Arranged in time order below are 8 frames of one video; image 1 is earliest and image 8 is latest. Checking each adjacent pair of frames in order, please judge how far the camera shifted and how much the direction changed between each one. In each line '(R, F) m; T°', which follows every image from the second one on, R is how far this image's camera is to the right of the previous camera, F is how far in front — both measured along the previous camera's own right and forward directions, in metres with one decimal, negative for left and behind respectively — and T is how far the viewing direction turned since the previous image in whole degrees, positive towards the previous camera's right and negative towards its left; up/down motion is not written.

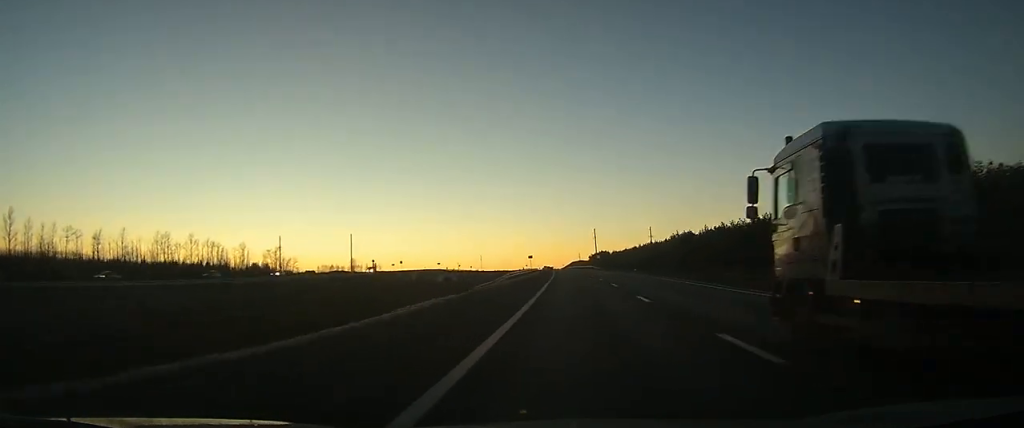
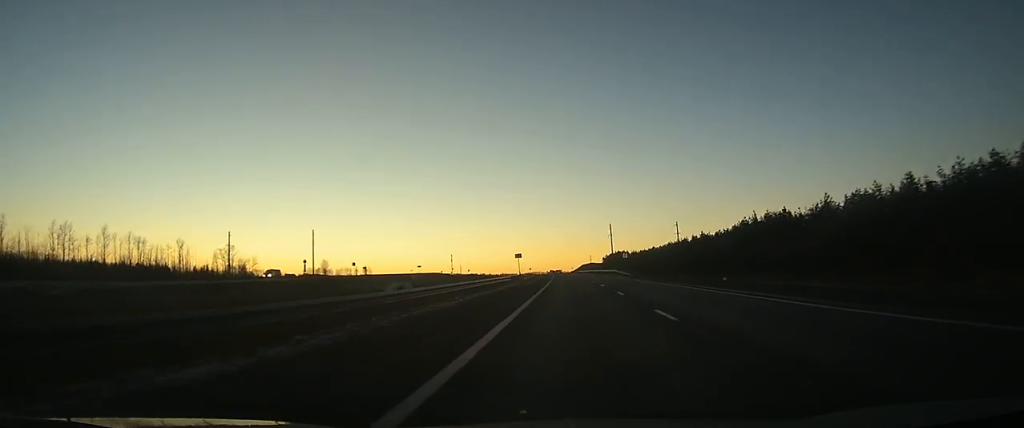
(-0.3, +50.5) m; -1°
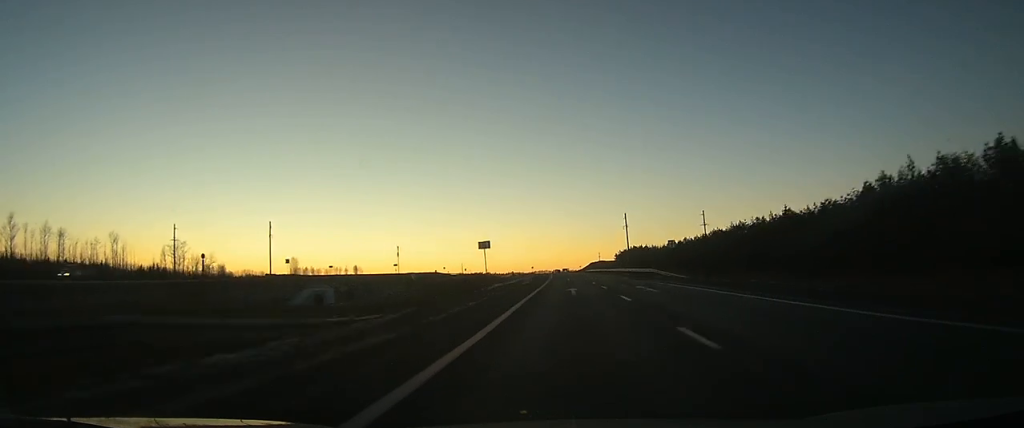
(-0.3, +37.3) m; 0°
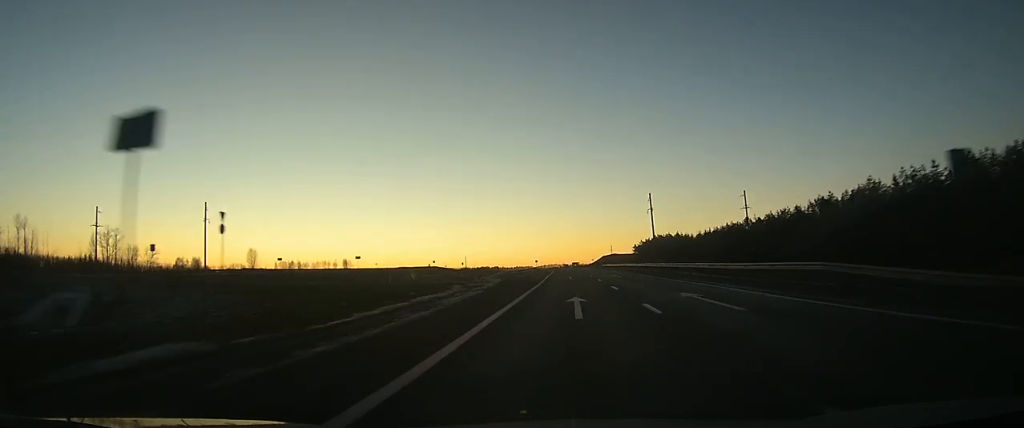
(-0.2, +38.6) m; -1°
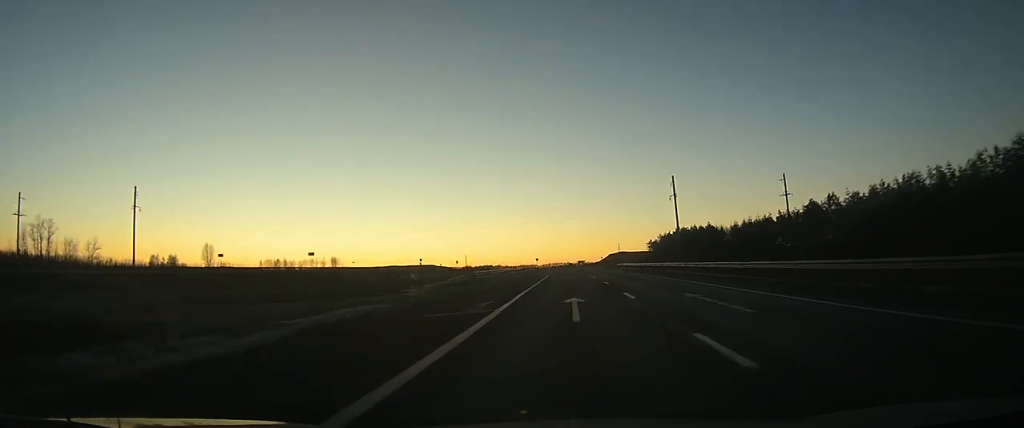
(0.0, +28.5) m; 0°
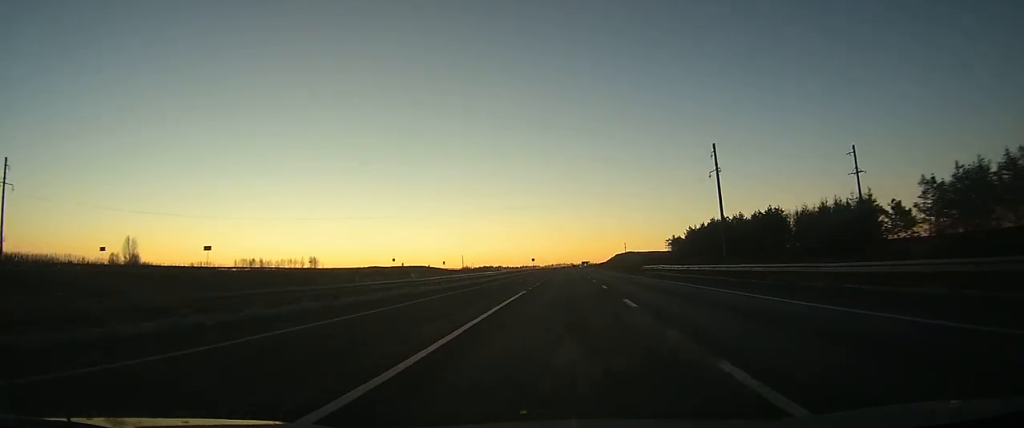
(-0.3, +39.6) m; -1°
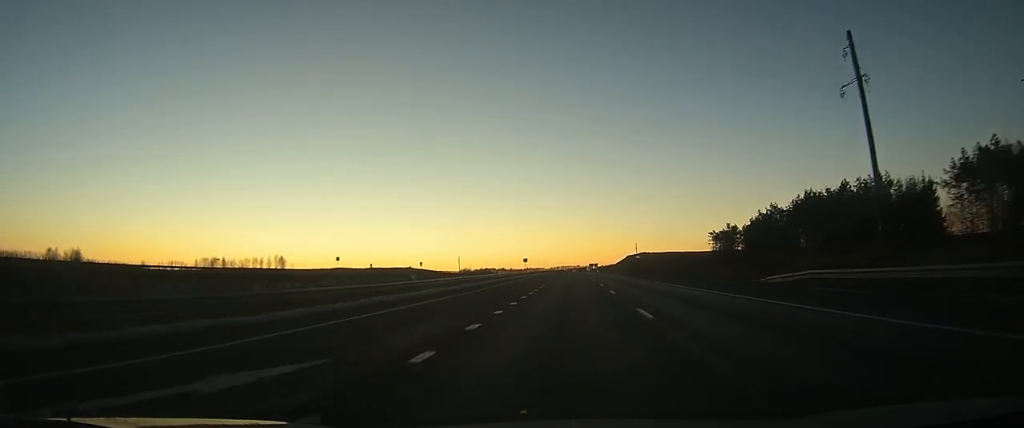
(-0.4, +54.0) m; -1°
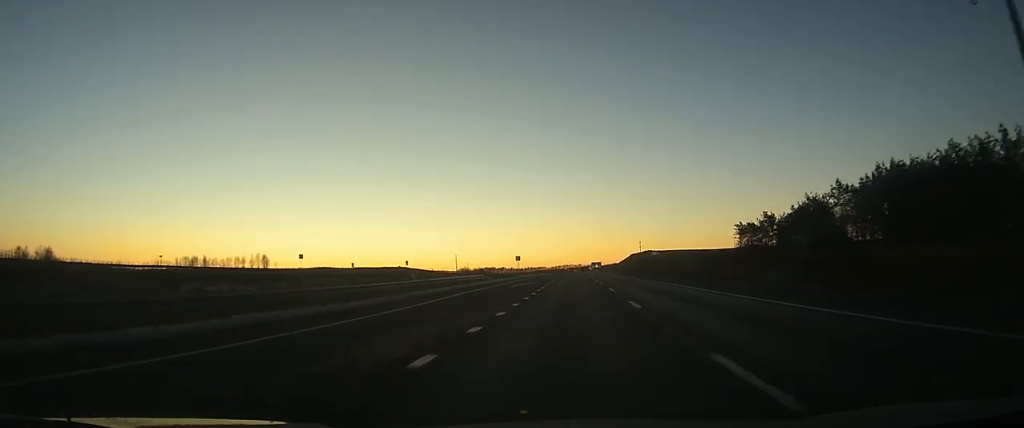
(0.0, +21.5) m; 0°
